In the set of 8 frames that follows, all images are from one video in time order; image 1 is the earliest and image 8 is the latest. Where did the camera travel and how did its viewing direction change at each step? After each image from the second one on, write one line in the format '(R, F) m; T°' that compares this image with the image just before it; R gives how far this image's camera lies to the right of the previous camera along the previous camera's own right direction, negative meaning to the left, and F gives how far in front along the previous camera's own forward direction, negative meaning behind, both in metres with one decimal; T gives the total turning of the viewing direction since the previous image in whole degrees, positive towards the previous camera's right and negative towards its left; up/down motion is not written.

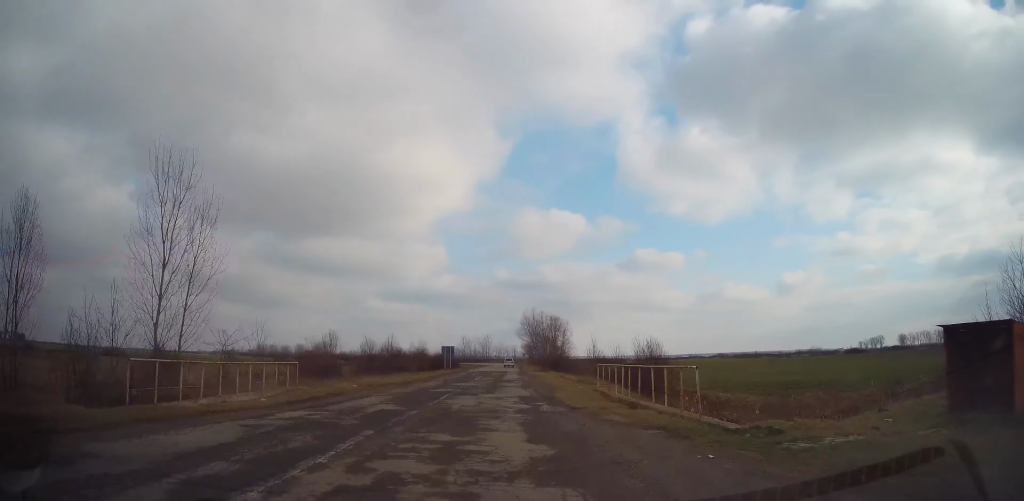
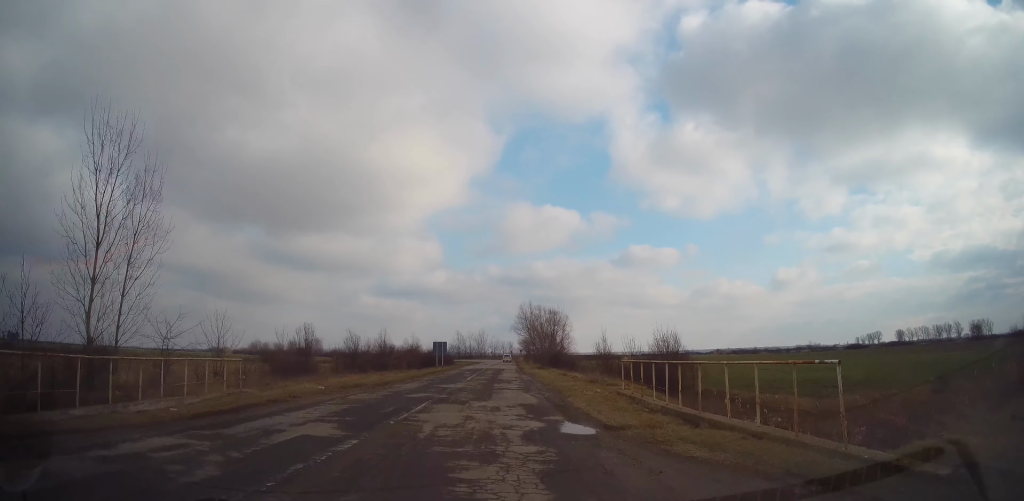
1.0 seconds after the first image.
(+0.2, +5.2) m; +1°
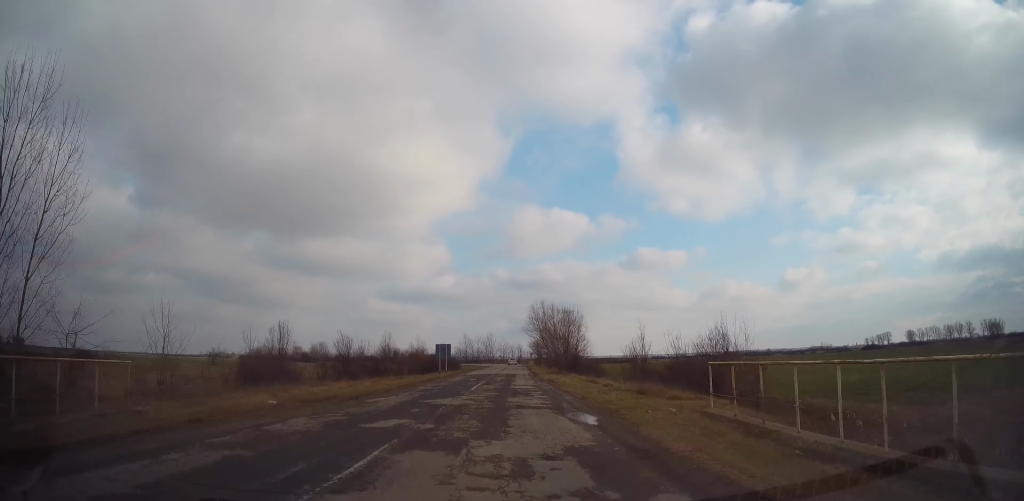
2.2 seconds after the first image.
(0.0, +7.6) m; +2°
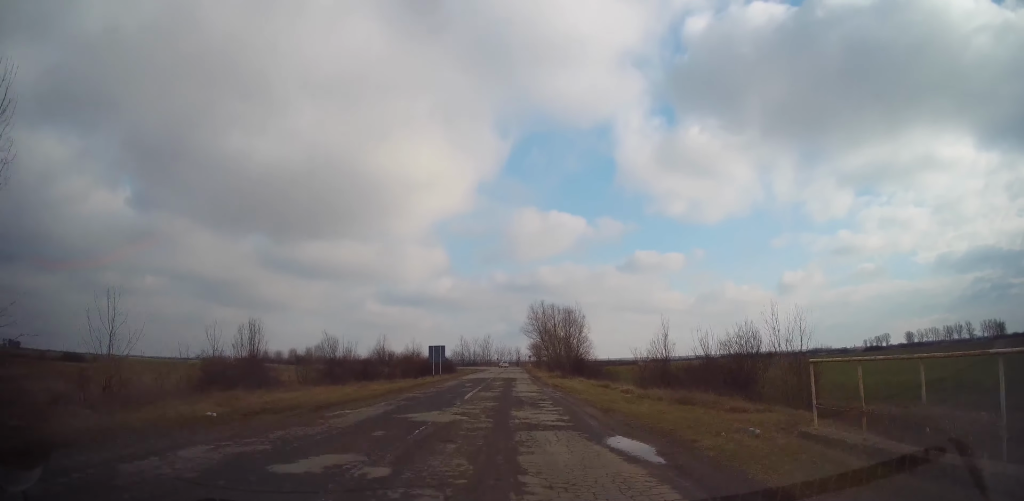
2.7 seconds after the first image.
(+0.1, +4.2) m; +2°
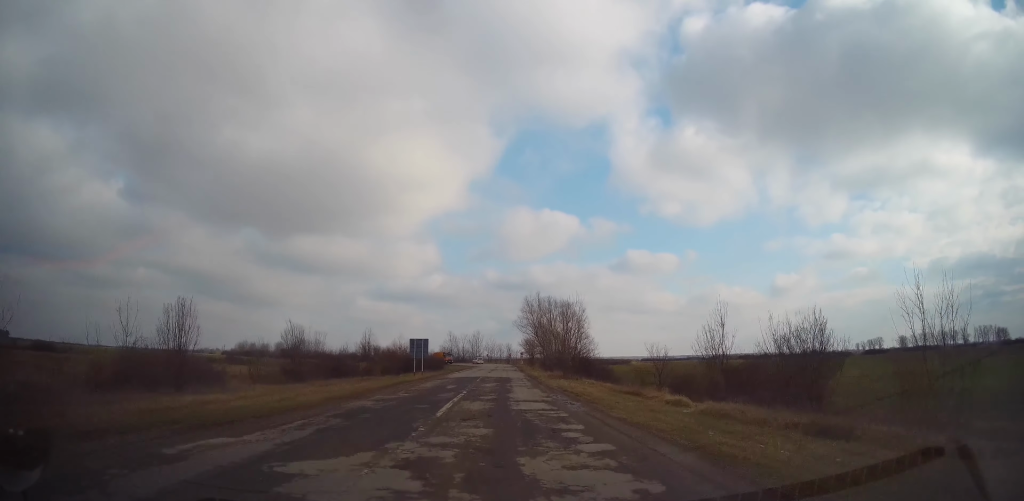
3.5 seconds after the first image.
(+0.1, +6.8) m; -3°
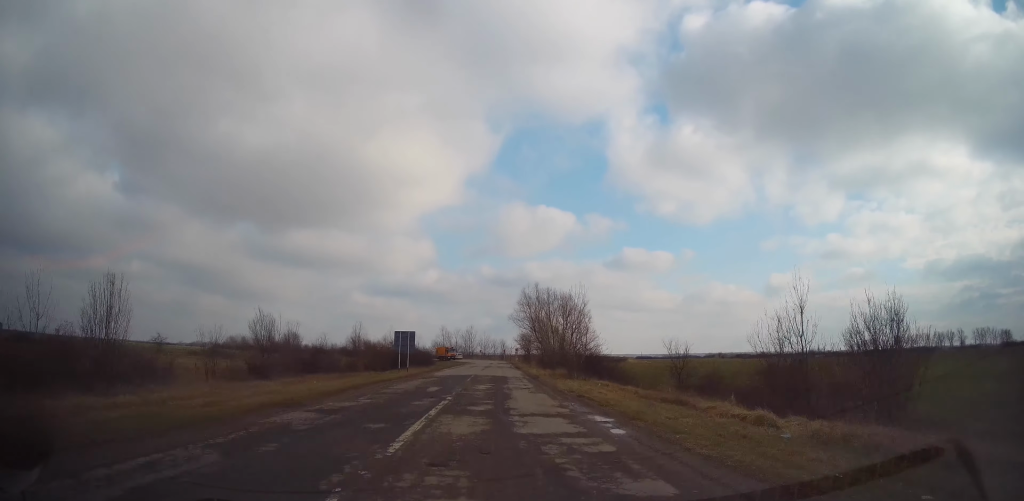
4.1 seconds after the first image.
(-0.2, +4.9) m; 0°
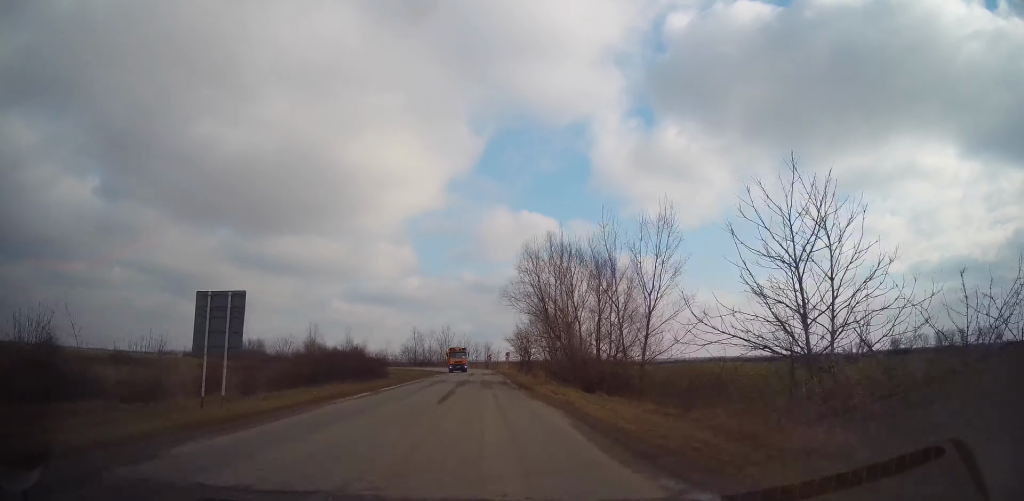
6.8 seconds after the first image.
(+1.1, +30.1) m; +2°
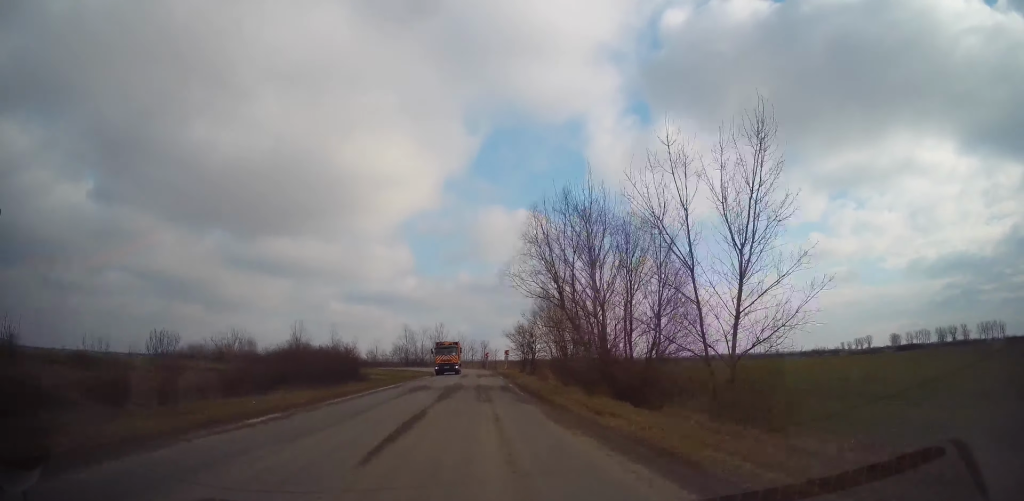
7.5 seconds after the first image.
(-0.1, +8.9) m; 0°
